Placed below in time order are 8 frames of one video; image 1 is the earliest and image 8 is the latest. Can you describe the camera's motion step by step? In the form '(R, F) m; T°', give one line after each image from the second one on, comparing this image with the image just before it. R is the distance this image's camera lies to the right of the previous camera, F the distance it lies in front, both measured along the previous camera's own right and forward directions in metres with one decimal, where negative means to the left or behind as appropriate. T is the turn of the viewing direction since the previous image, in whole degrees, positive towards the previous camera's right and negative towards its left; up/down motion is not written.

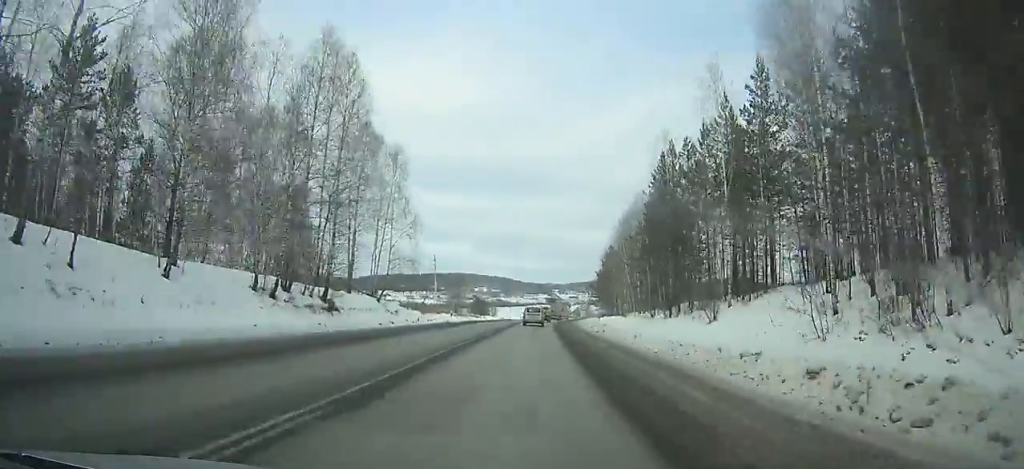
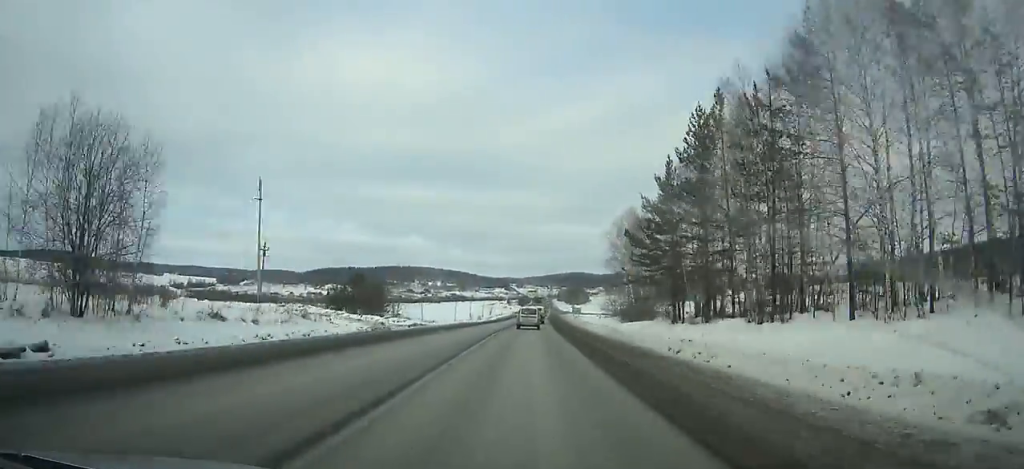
(+2.2, +77.1) m; +3°
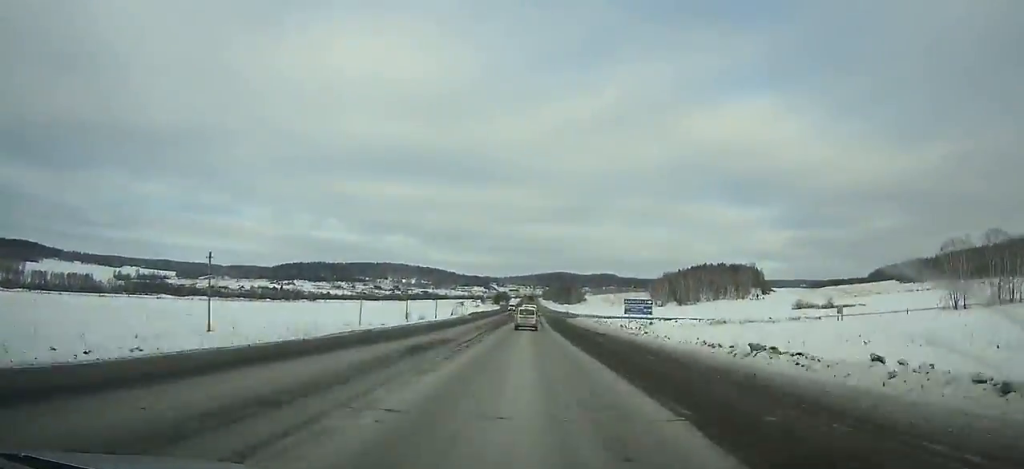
(+2.8, +109.4) m; +2°
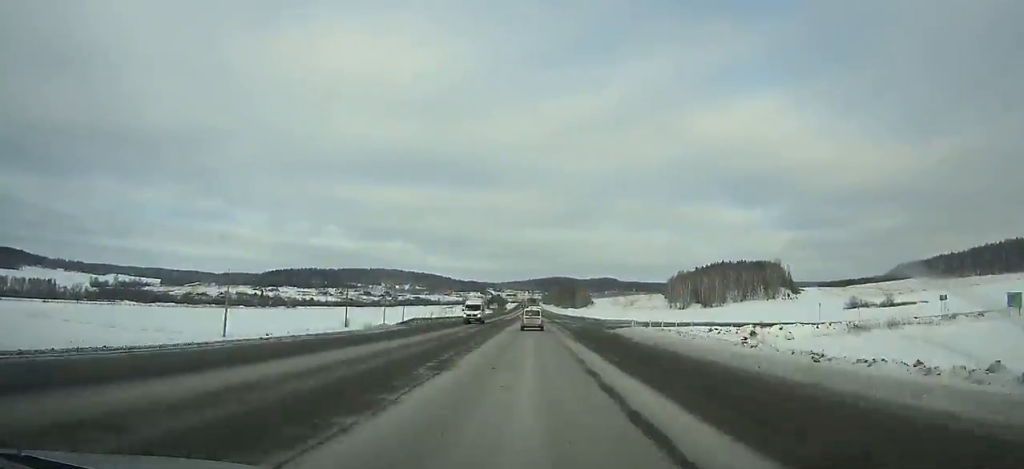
(0.0, +53.9) m; 0°
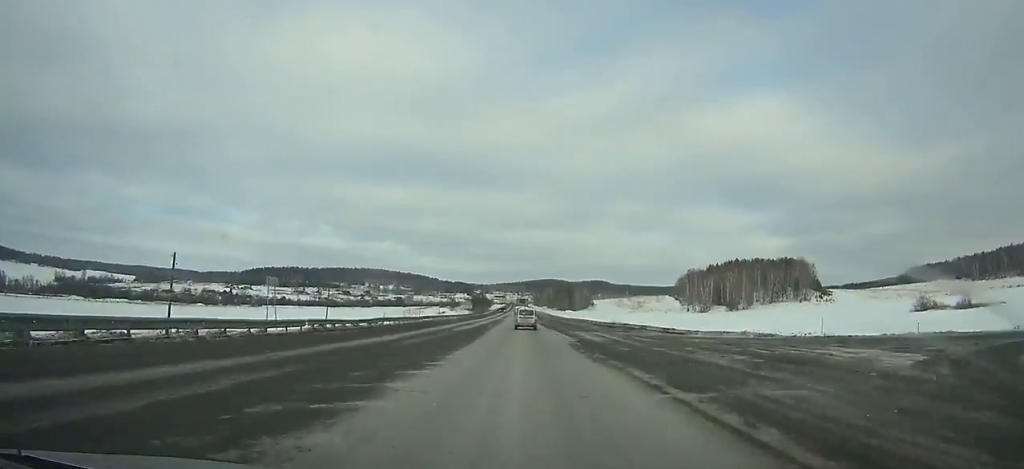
(+0.3, +56.4) m; 0°
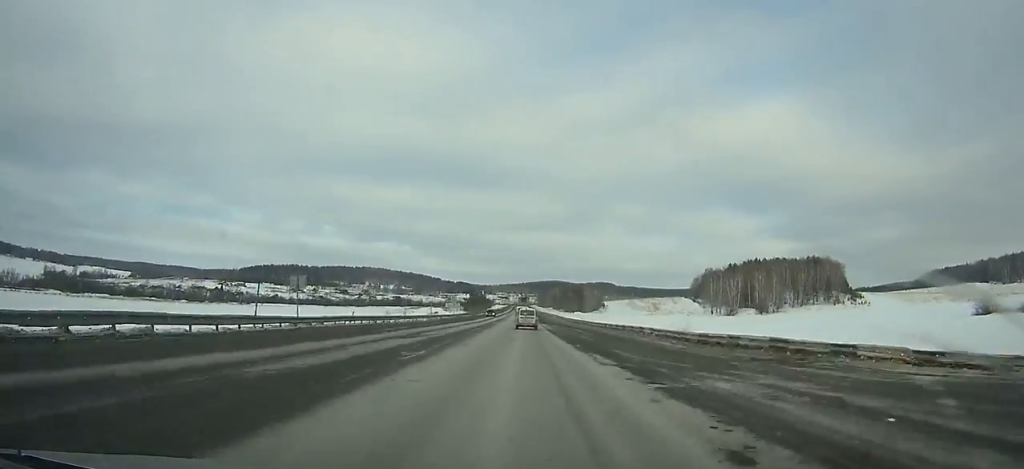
(0.0, +30.6) m; 0°
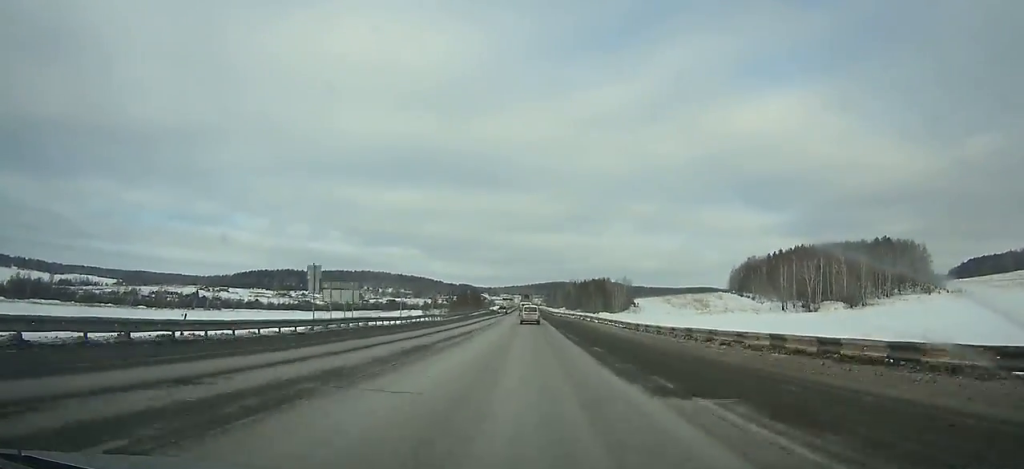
(-0.1, +63.9) m; 0°
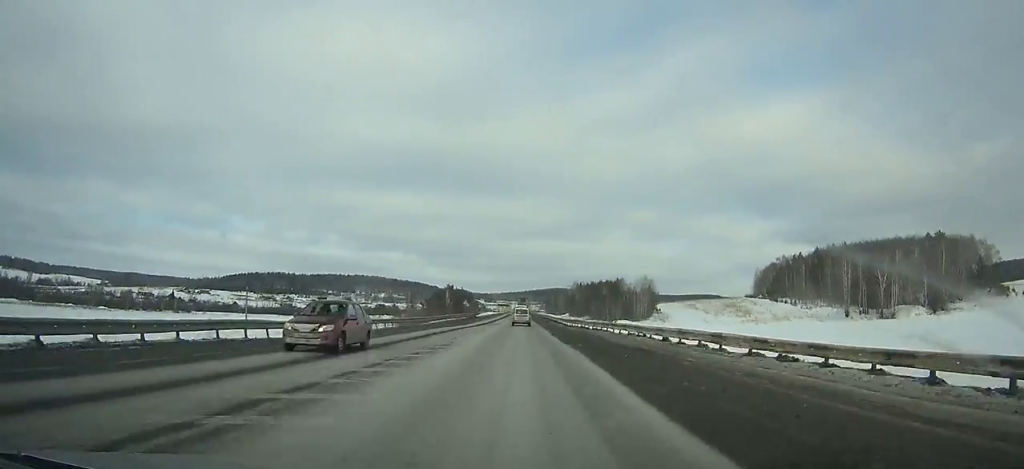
(0.0, +40.1) m; 0°
